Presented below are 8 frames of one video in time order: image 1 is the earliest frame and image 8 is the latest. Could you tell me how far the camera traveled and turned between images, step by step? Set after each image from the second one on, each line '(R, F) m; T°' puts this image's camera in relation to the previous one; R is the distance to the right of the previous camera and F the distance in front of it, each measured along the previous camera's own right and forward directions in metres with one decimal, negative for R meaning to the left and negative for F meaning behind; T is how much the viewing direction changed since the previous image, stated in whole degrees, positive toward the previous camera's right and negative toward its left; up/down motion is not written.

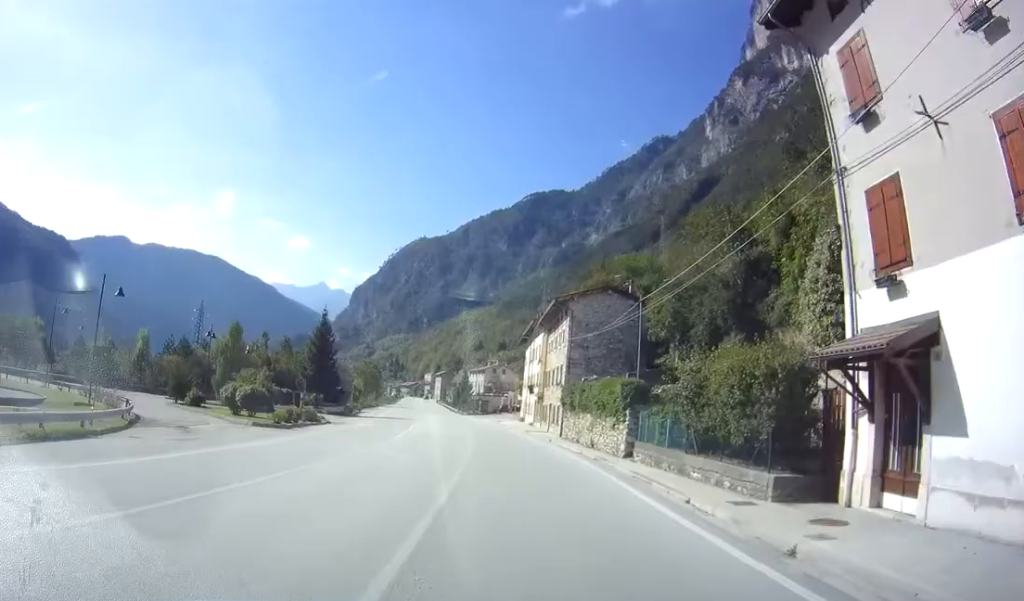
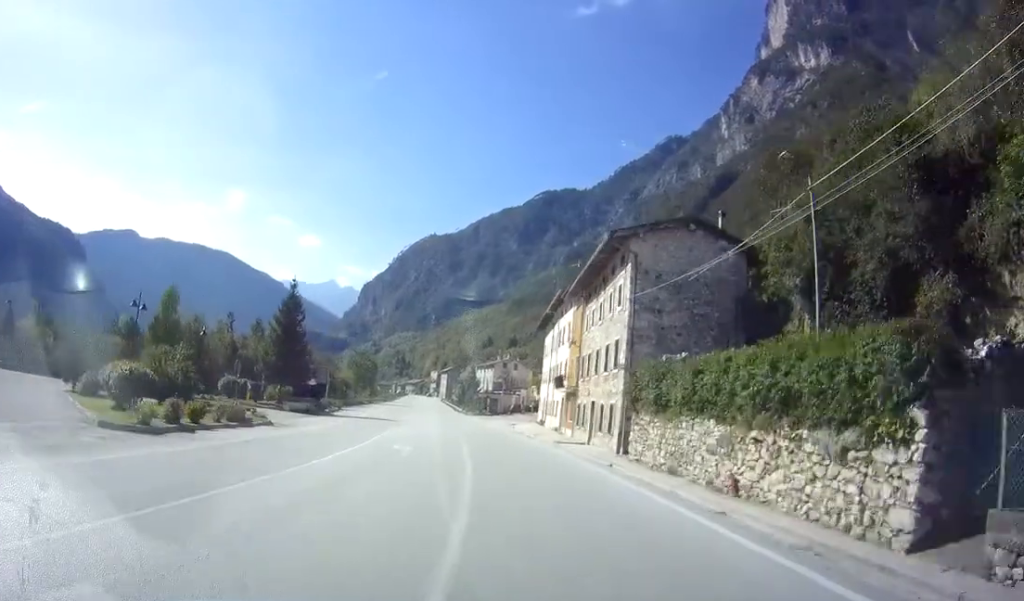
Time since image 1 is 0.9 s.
(0.0, +14.6) m; 0°
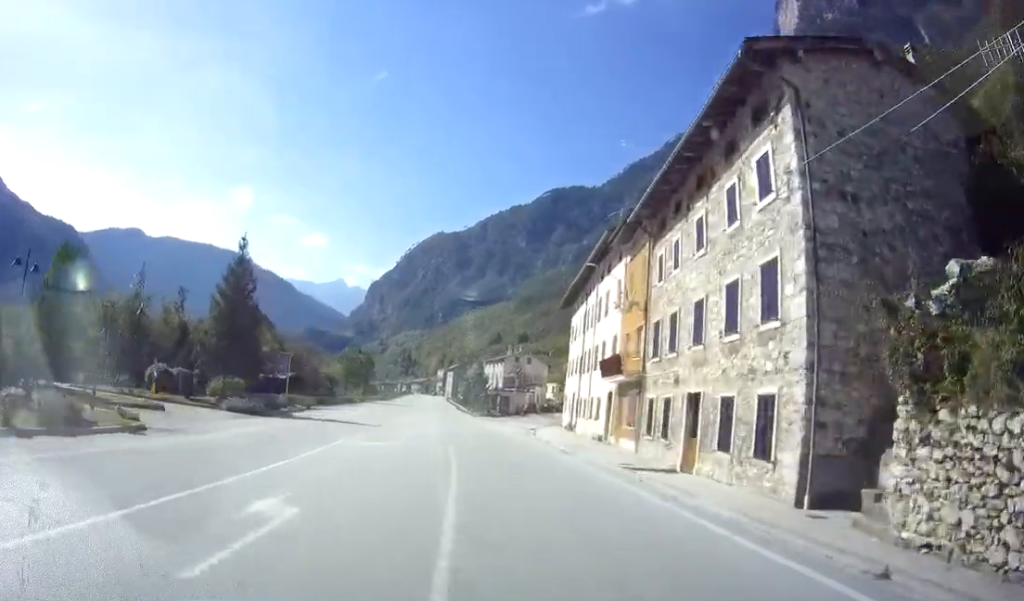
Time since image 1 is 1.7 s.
(0.0, +13.5) m; -1°
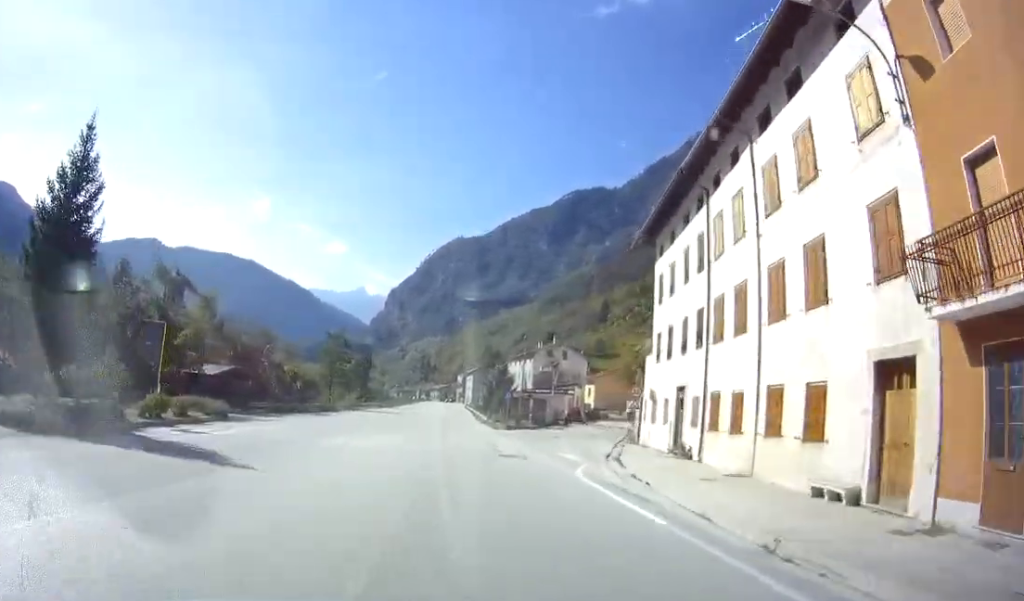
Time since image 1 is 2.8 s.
(-0.3, +19.9) m; -3°
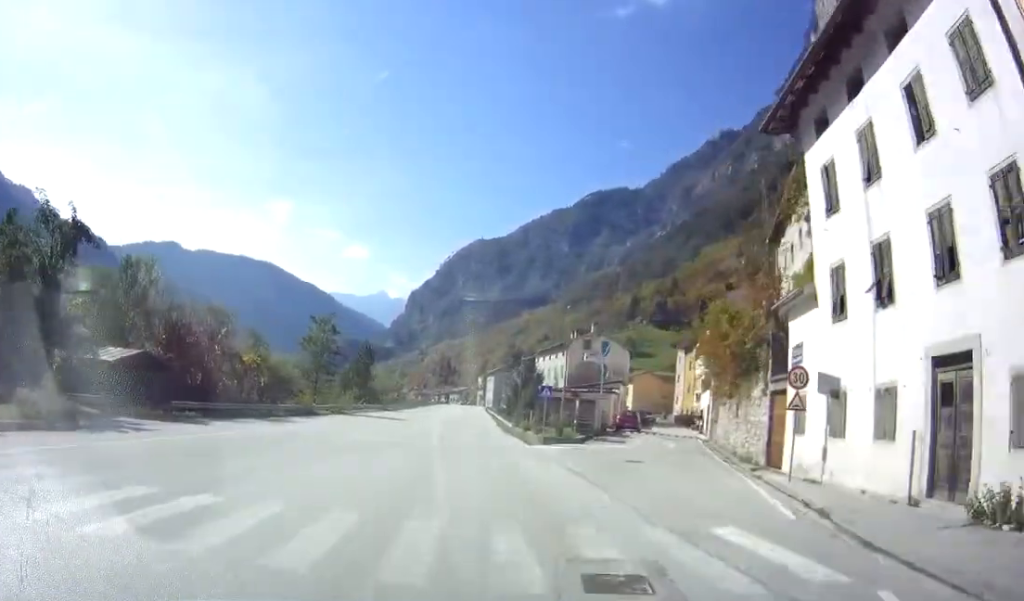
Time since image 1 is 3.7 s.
(-0.4, +14.3) m; -2°
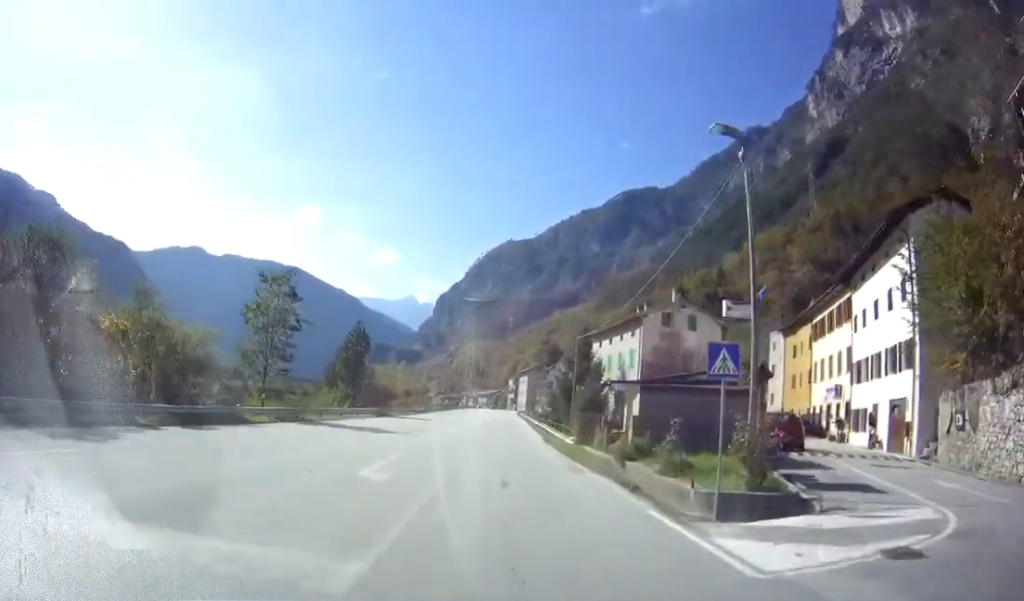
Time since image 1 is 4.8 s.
(-0.3, +19.4) m; -1°
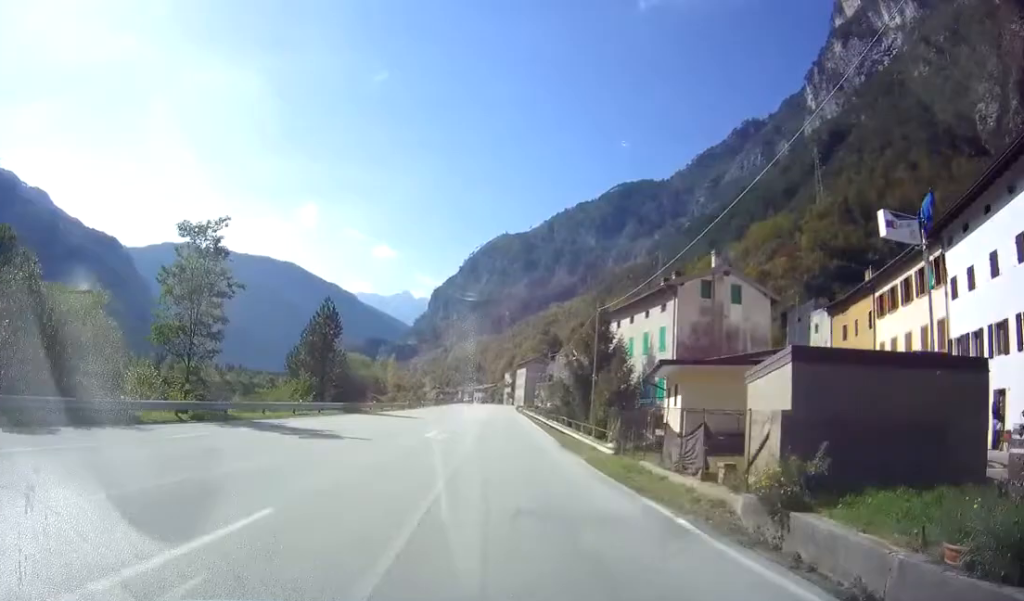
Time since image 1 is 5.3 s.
(0.0, +9.2) m; 0°
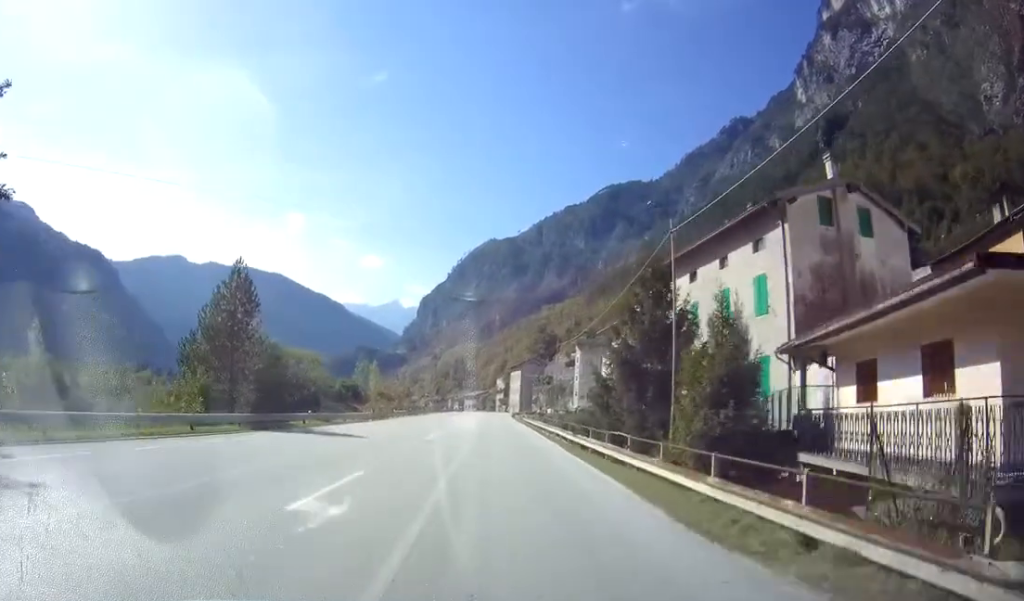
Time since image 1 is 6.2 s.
(+0.1, +15.0) m; 0°
